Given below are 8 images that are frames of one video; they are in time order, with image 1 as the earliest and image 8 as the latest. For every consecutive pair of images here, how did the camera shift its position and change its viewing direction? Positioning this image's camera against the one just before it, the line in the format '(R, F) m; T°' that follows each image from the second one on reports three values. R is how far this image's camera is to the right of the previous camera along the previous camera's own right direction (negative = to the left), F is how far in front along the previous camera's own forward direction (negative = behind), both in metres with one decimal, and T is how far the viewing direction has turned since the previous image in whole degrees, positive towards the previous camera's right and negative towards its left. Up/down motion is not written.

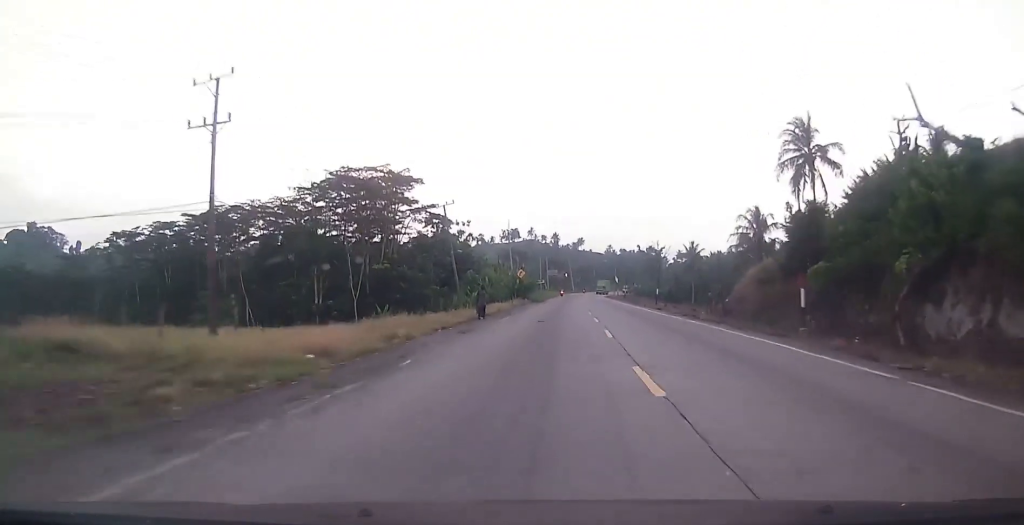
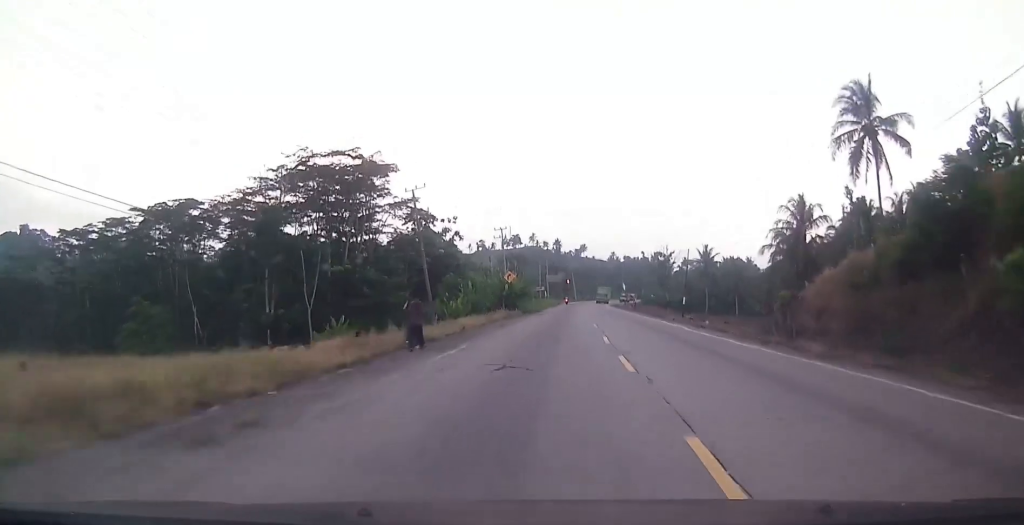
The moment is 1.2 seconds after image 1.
(0.0, +15.4) m; +1°
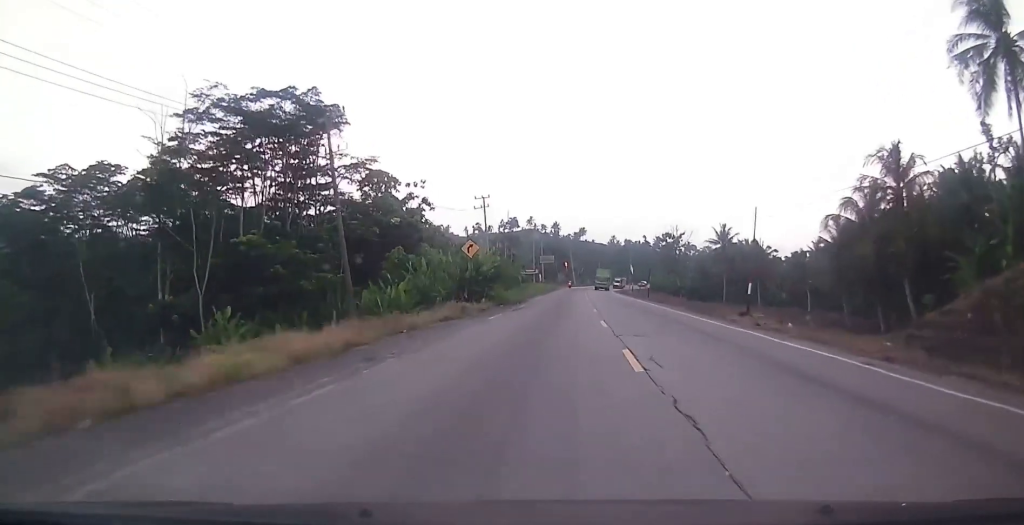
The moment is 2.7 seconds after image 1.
(+0.3, +20.5) m; 0°
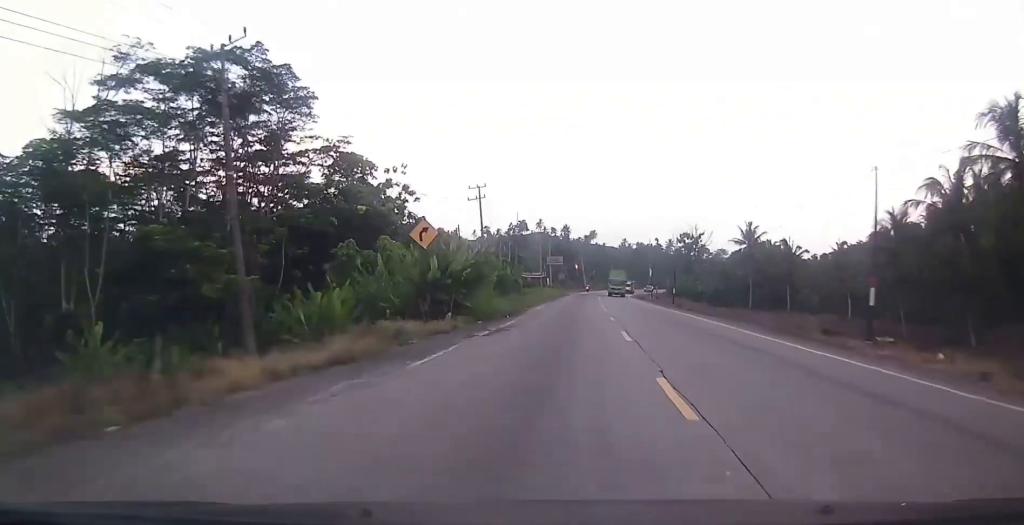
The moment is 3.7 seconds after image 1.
(-0.2, +13.2) m; -1°
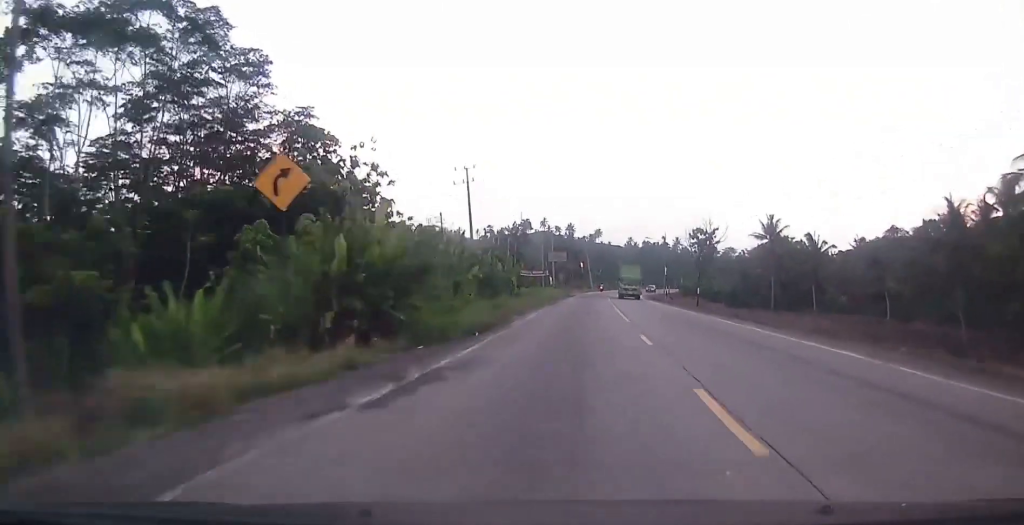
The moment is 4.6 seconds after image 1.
(0.0, +11.4) m; 0°
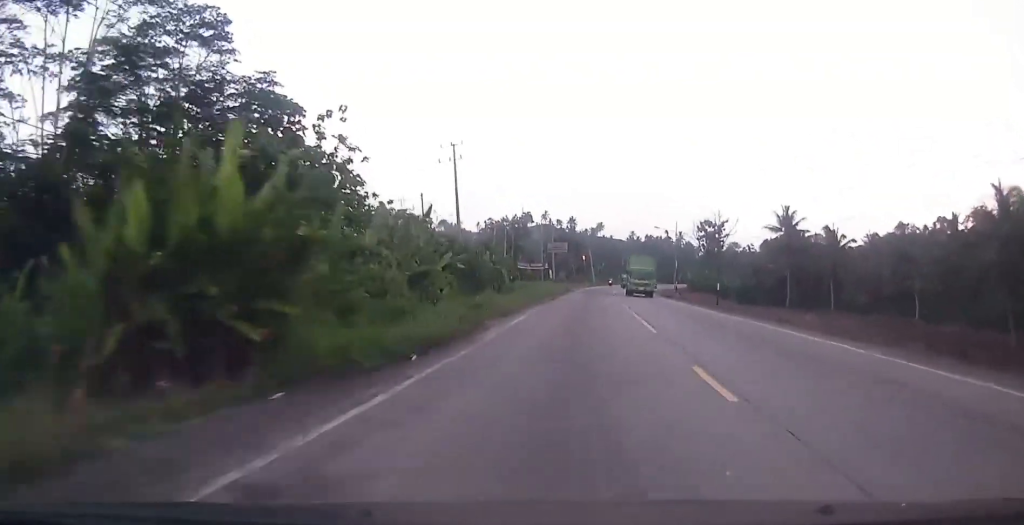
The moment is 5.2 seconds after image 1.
(+0.2, +7.9) m; 0°
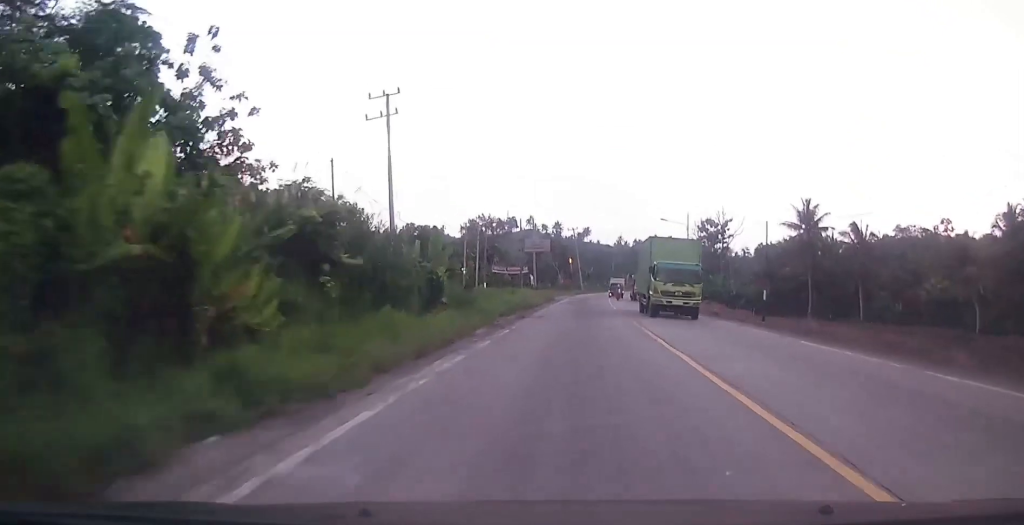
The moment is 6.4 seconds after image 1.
(-0.6, +16.3) m; -1°
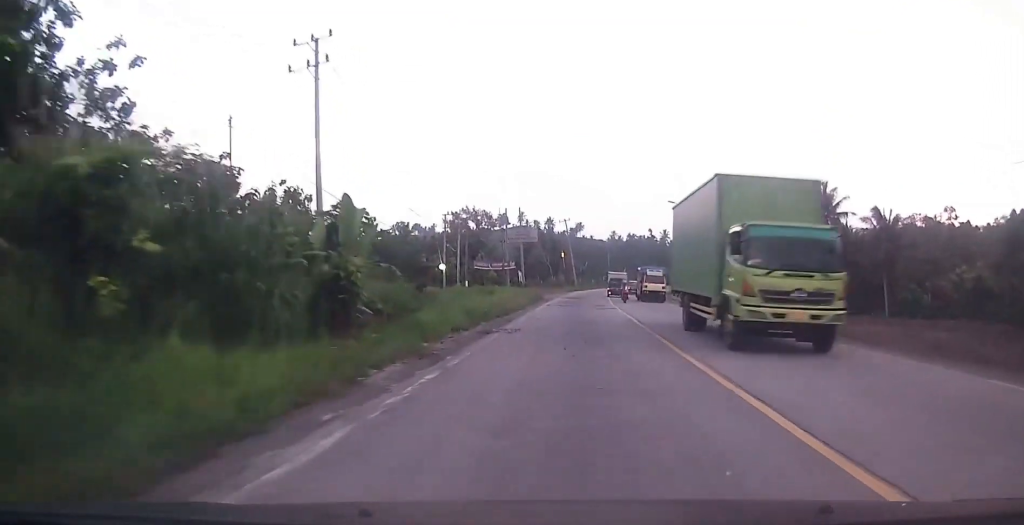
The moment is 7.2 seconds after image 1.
(0.0, +9.8) m; +2°
